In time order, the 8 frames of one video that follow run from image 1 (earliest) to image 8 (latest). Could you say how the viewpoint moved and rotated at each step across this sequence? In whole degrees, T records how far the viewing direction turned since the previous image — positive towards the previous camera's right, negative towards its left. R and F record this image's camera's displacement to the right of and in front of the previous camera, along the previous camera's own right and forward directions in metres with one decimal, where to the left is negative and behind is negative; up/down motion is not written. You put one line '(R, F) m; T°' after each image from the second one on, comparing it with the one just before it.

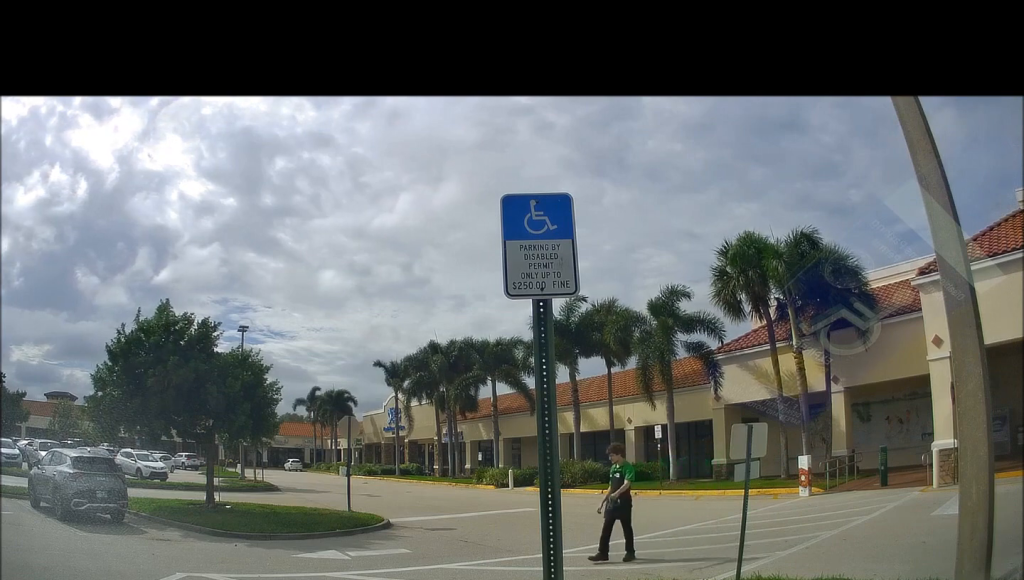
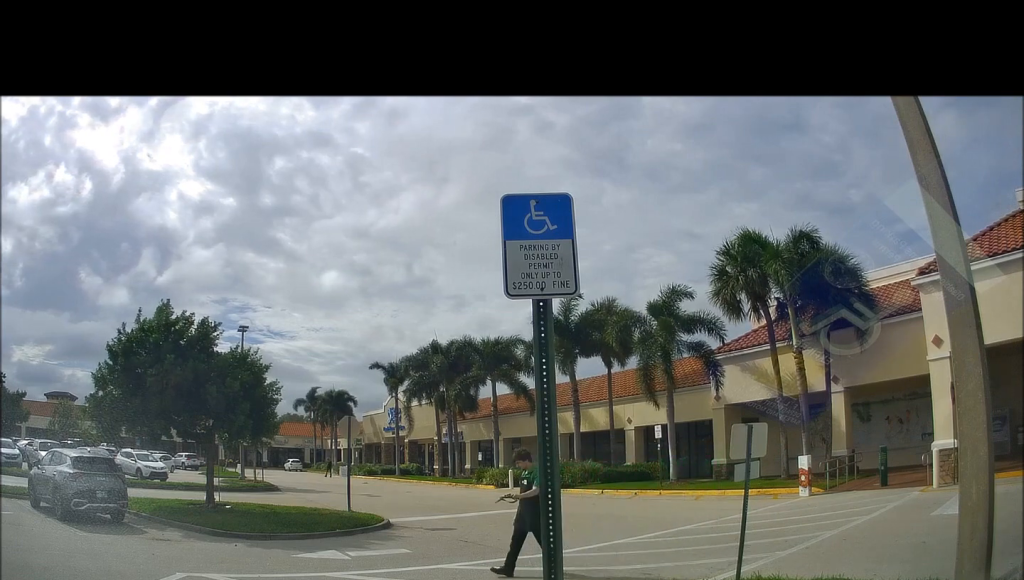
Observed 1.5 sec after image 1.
(0.0, 0.0) m; 0°
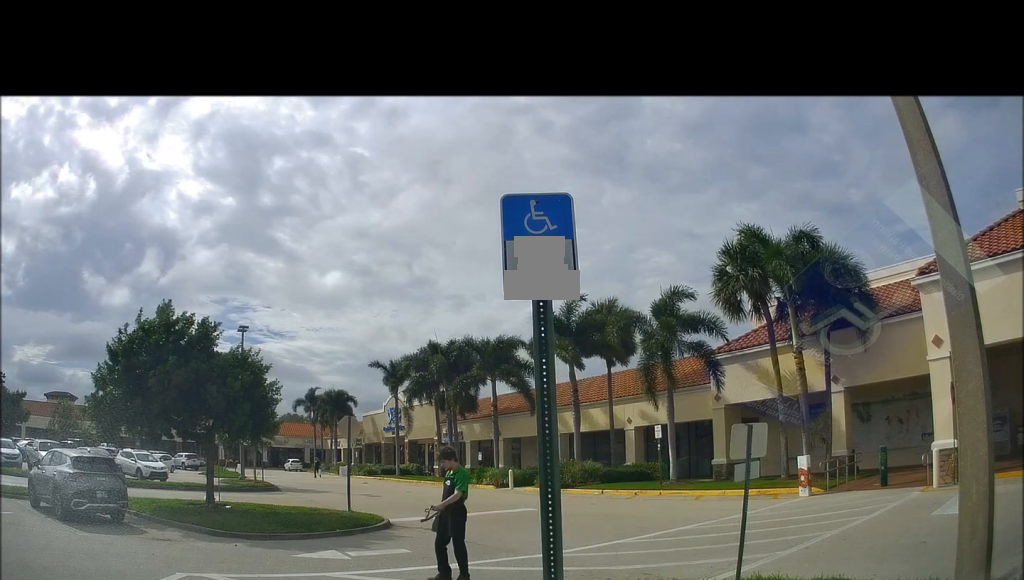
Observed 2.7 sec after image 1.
(0.0, 0.0) m; 0°
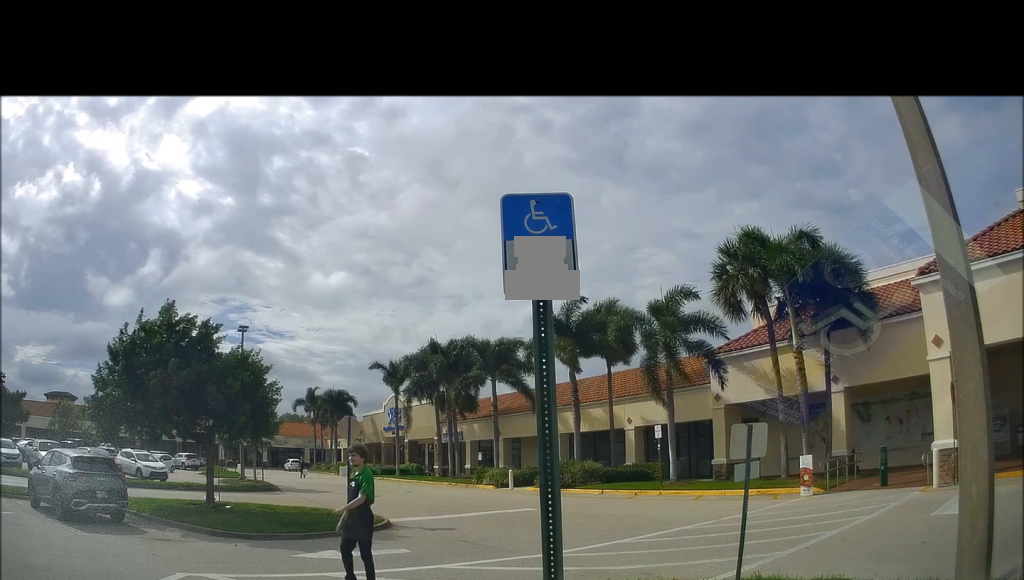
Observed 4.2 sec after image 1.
(0.0, 0.0) m; 0°
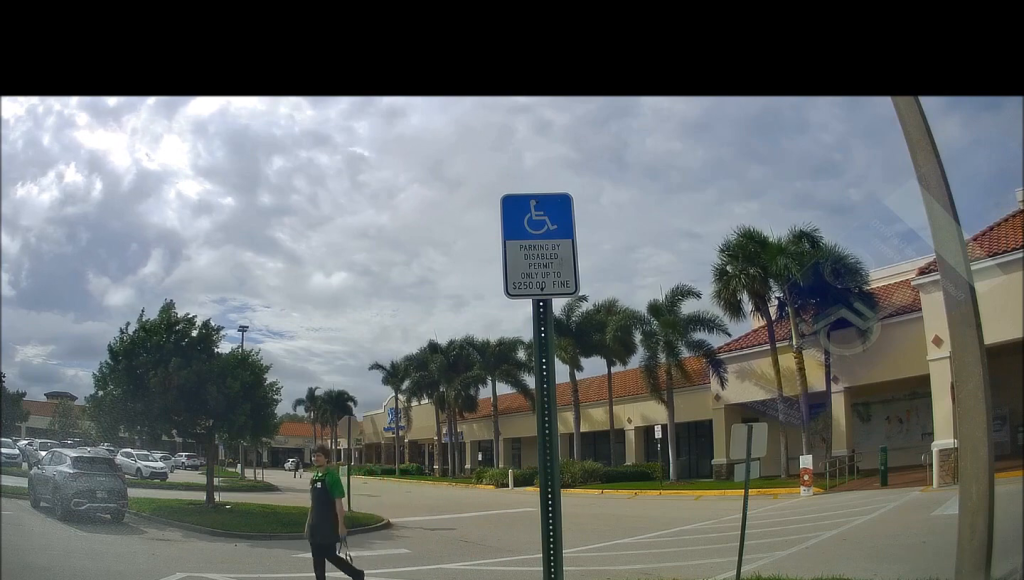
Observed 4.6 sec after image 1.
(0.0, 0.0) m; 0°
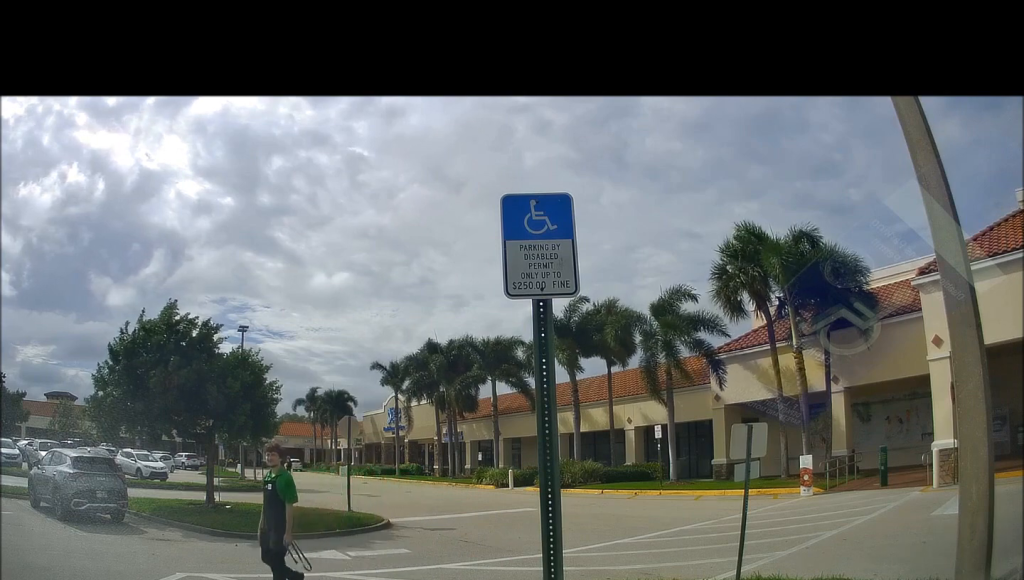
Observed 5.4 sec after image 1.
(0.0, 0.0) m; 0°
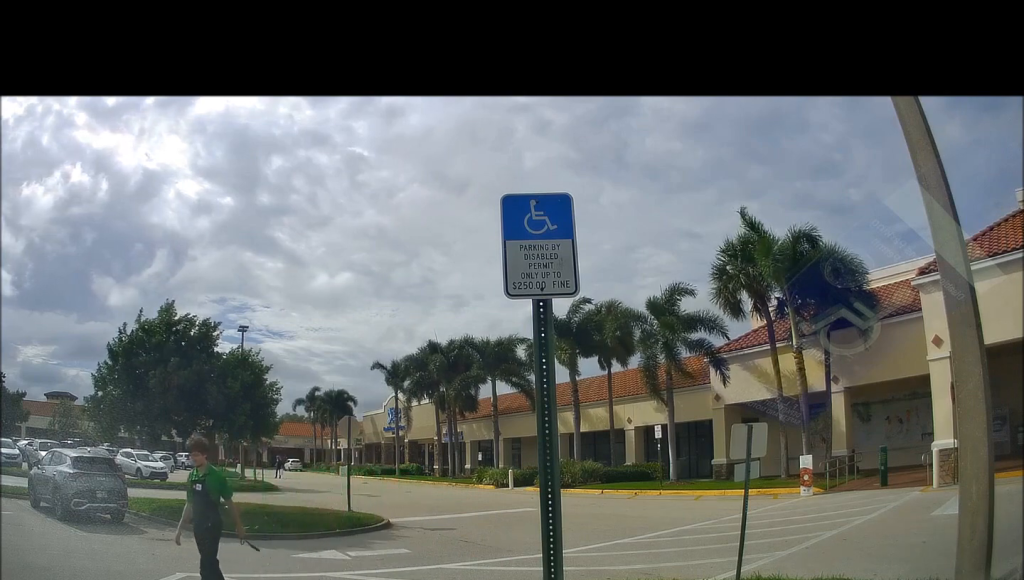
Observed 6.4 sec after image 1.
(0.0, 0.0) m; 0°
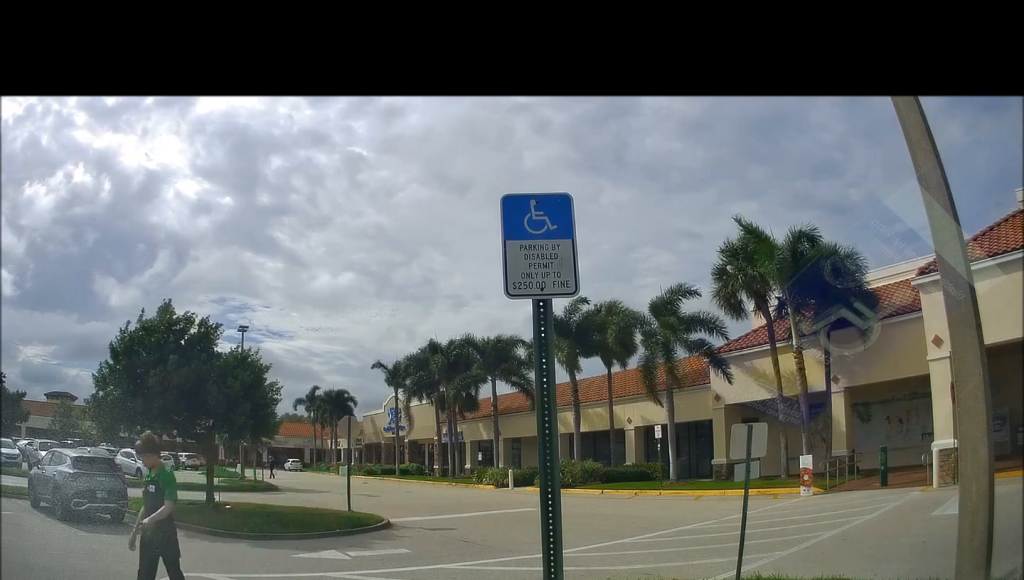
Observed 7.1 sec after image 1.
(0.0, 0.0) m; 0°
